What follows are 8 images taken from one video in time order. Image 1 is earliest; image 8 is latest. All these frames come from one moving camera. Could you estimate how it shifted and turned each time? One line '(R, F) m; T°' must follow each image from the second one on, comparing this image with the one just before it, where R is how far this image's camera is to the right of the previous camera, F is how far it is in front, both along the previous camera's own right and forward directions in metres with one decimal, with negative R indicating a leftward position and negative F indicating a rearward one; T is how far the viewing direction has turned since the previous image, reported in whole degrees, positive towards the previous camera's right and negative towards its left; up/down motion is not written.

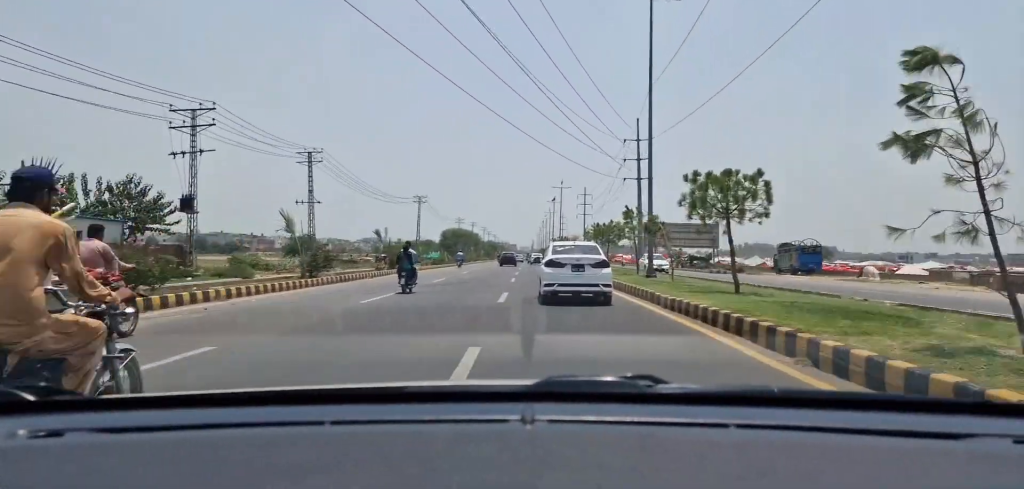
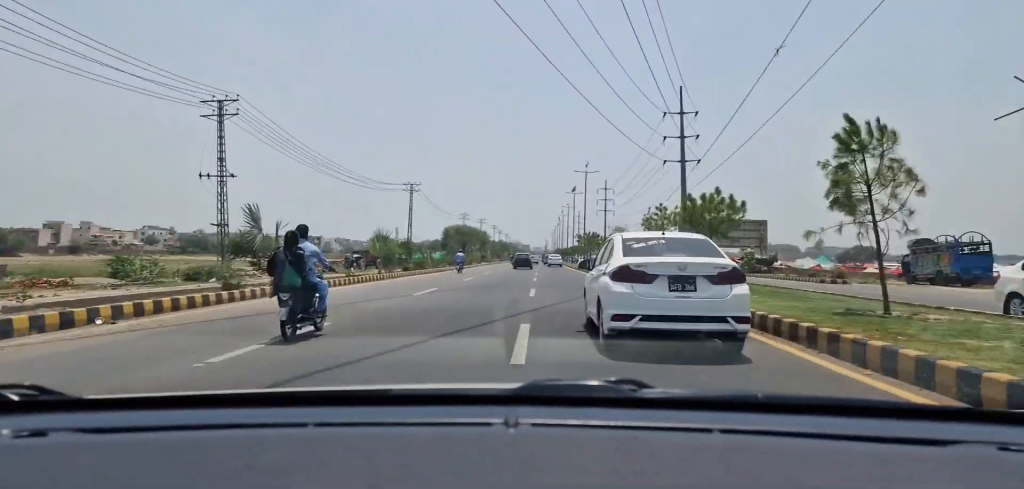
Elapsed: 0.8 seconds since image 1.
(0.0, +21.1) m; 0°
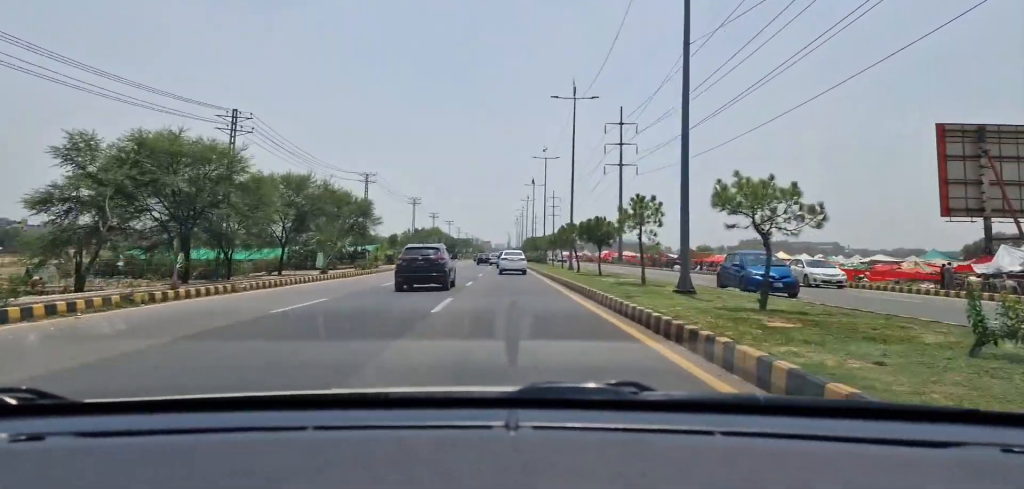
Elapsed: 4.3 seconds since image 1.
(+3.7, +103.6) m; +4°
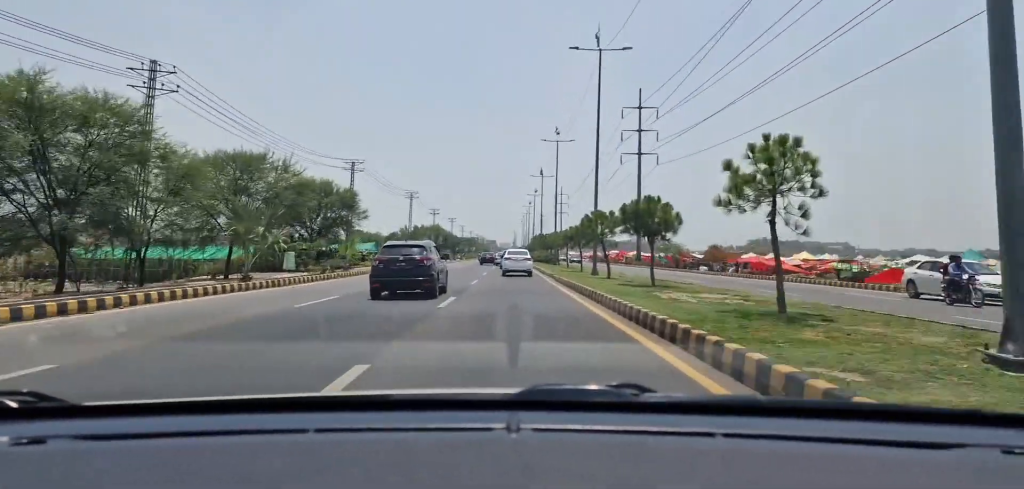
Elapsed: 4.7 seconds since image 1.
(-0.3, +11.0) m; -1°
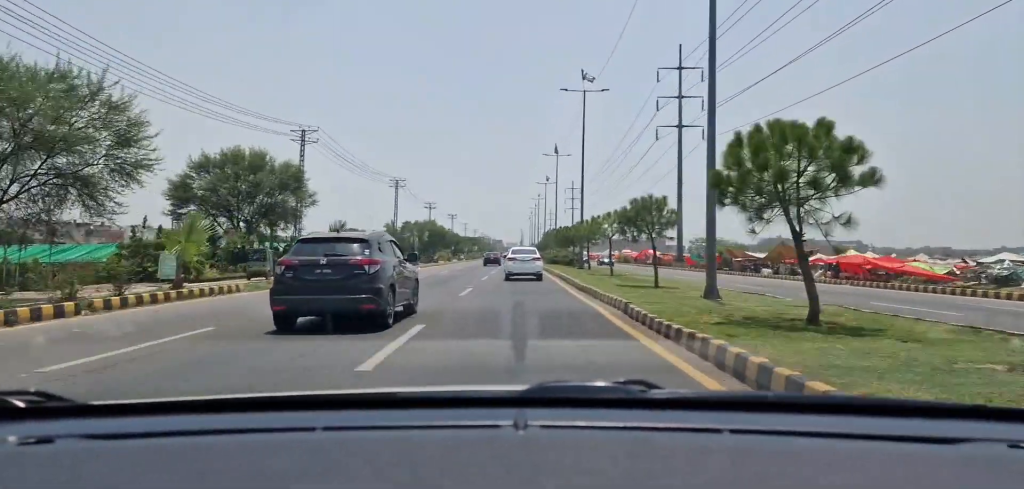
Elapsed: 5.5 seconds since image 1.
(-0.4, +20.5) m; -1°
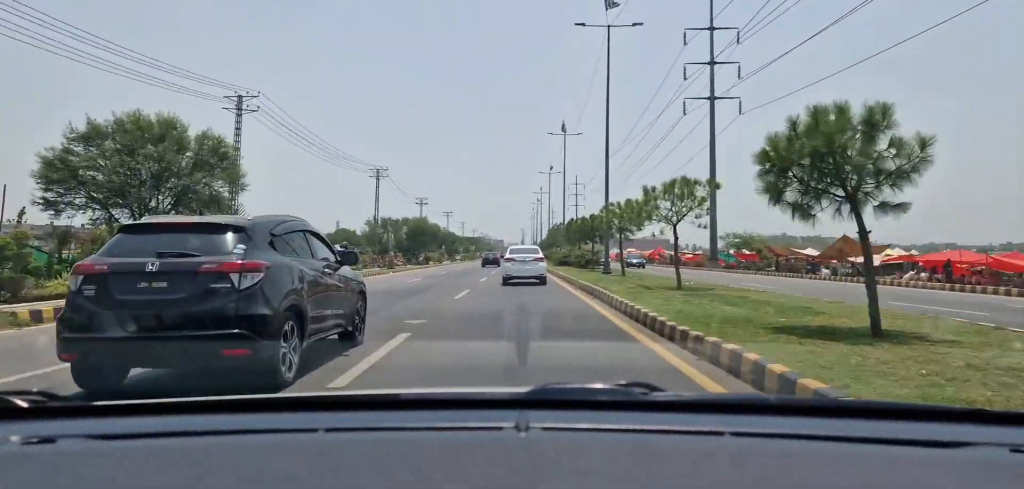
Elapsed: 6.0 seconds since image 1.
(-0.2, +12.4) m; 0°
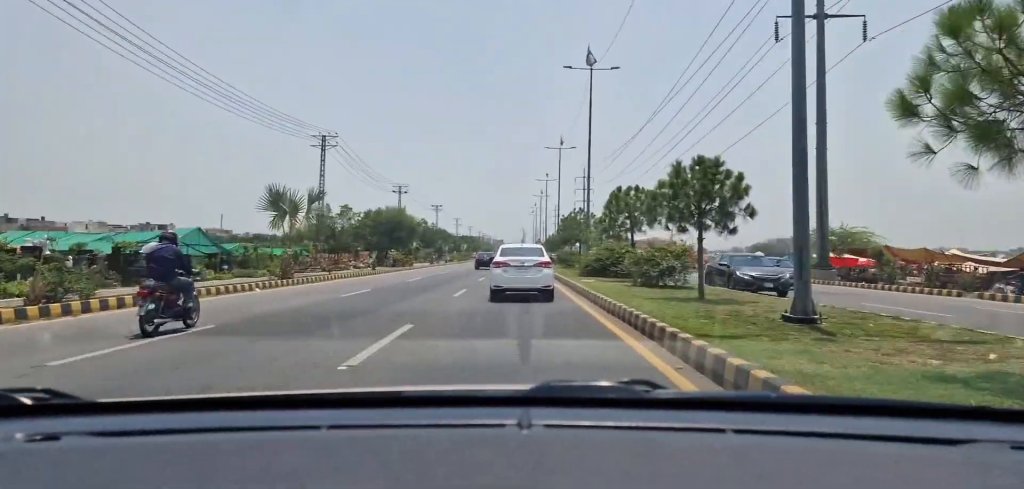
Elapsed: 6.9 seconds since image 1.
(+0.3, +23.2) m; -1°
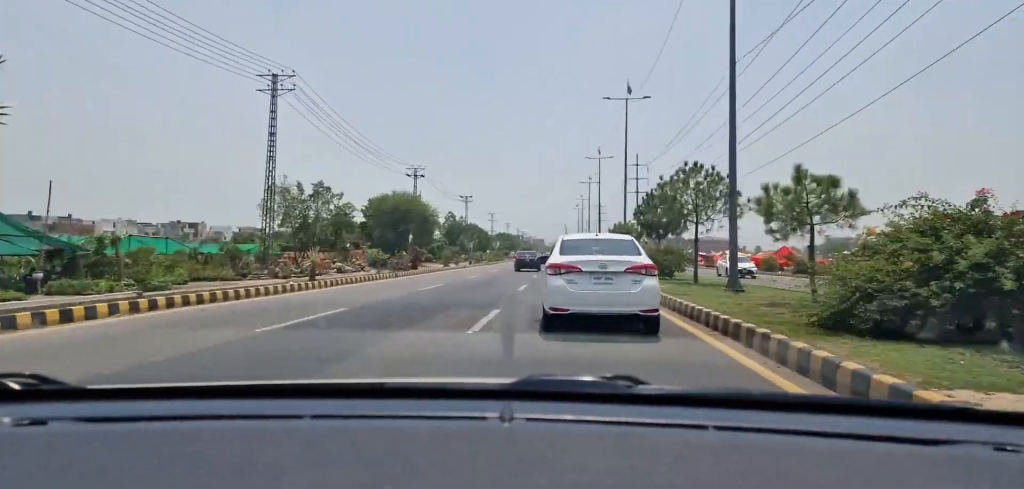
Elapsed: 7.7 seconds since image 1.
(-0.3, +20.9) m; -2°
